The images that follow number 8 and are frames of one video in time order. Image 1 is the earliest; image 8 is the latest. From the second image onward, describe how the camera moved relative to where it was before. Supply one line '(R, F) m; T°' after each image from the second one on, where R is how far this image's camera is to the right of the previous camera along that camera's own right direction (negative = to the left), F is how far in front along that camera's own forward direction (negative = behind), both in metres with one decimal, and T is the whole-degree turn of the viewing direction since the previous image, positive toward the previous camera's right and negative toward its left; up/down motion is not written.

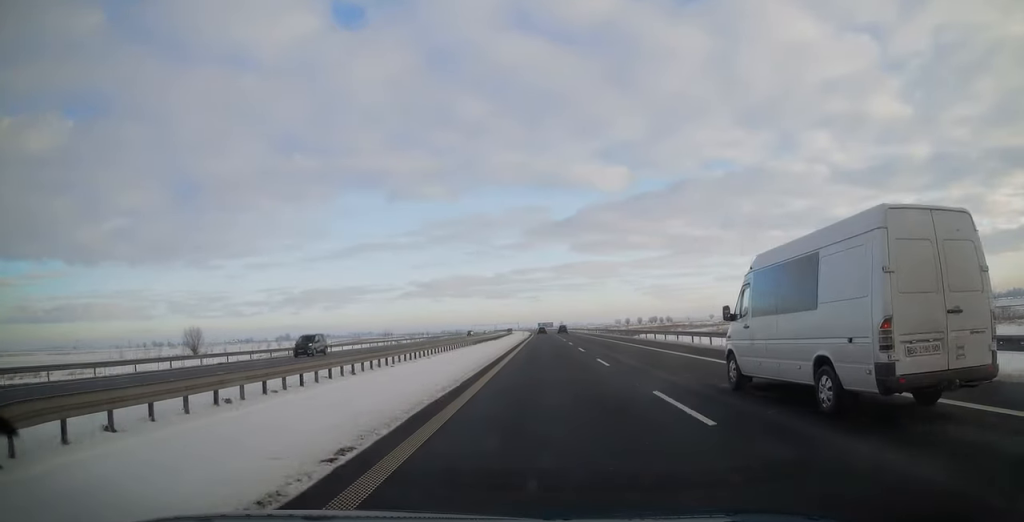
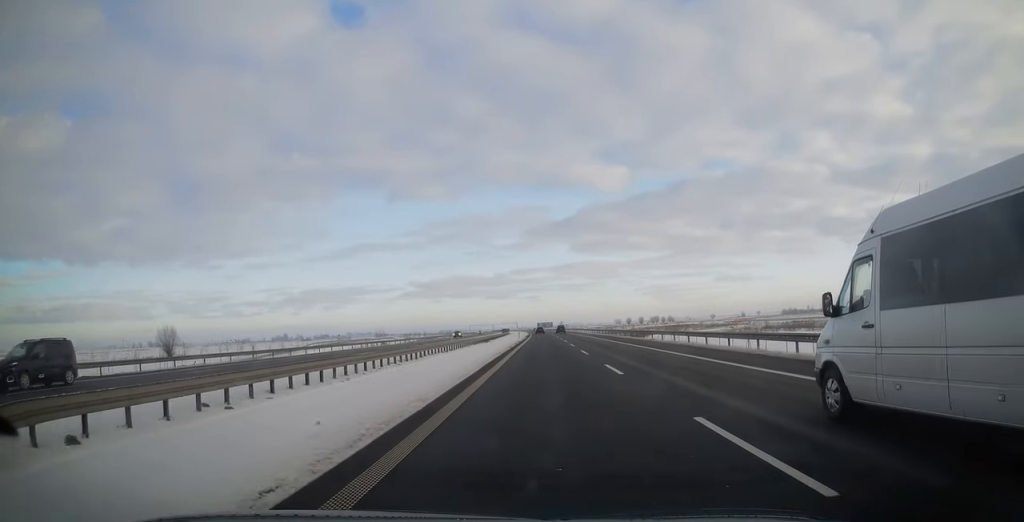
(+0.1, +15.4) m; 0°
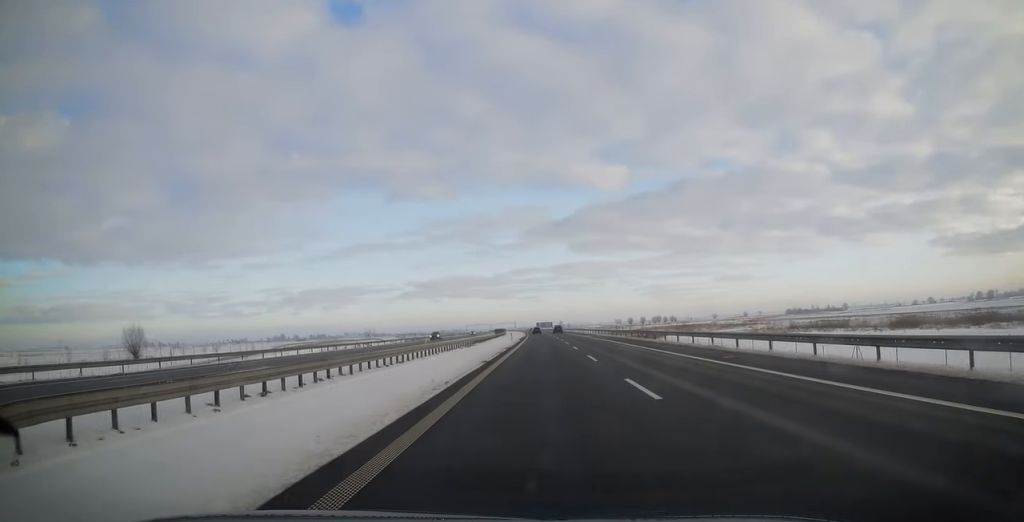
(+0.1, +17.6) m; 0°
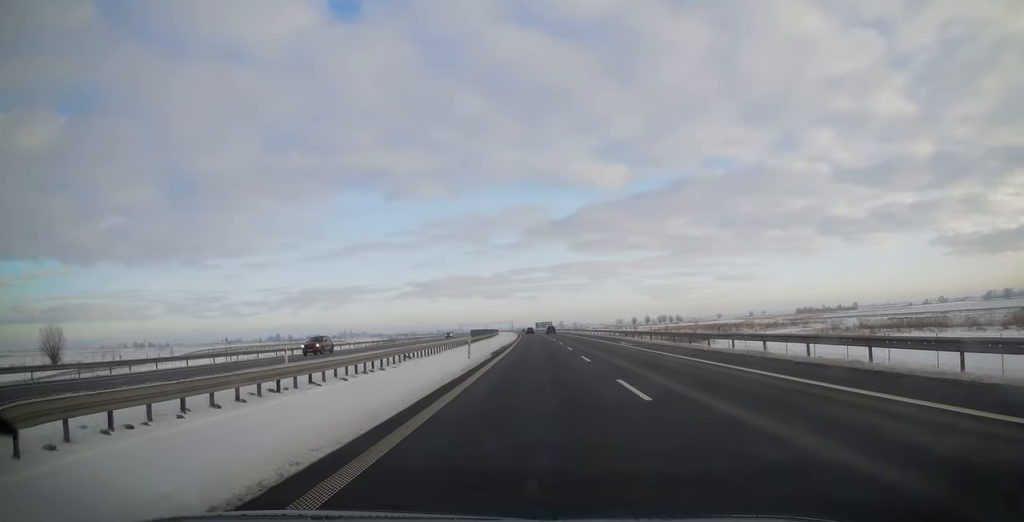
(0.0, +35.9) m; 0°
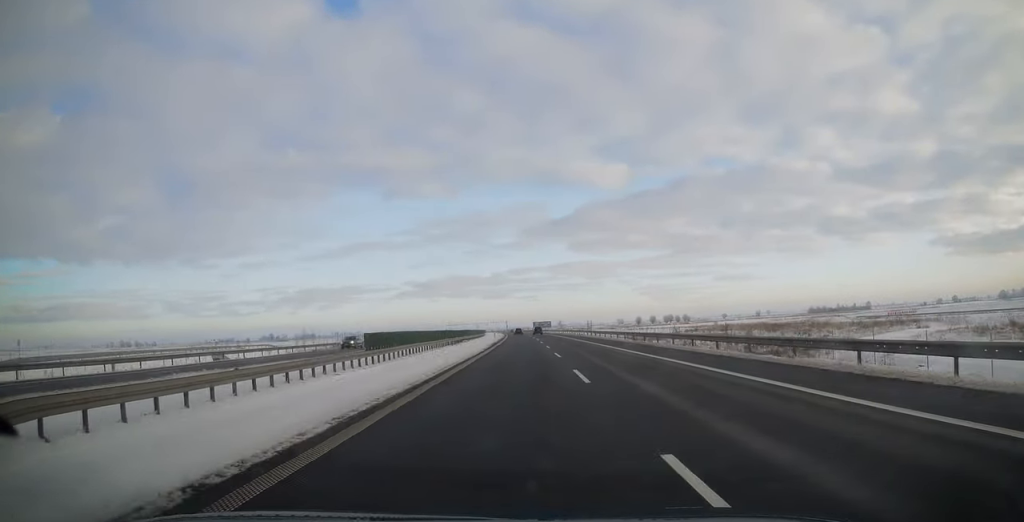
(+0.1, +44.3) m; 0°
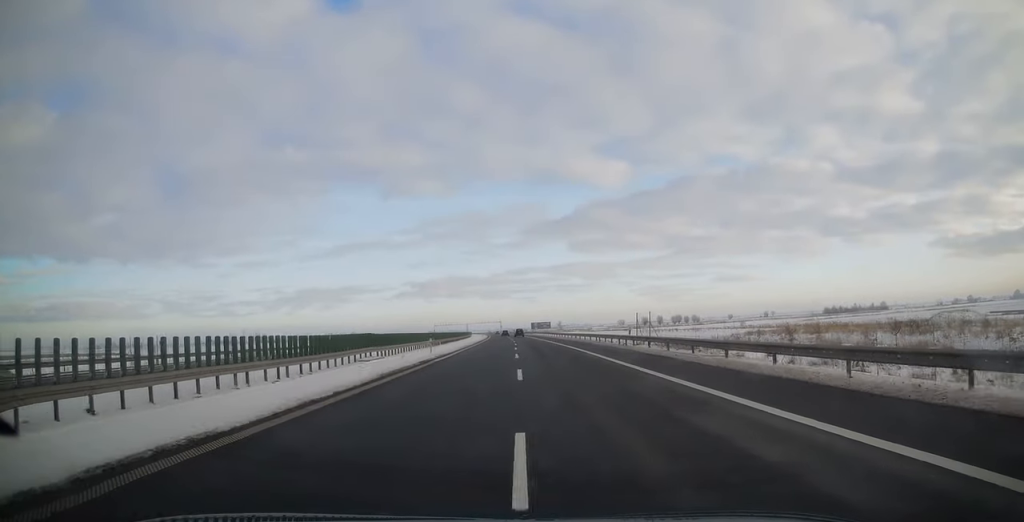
(+0.1, +45.8) m; 0°
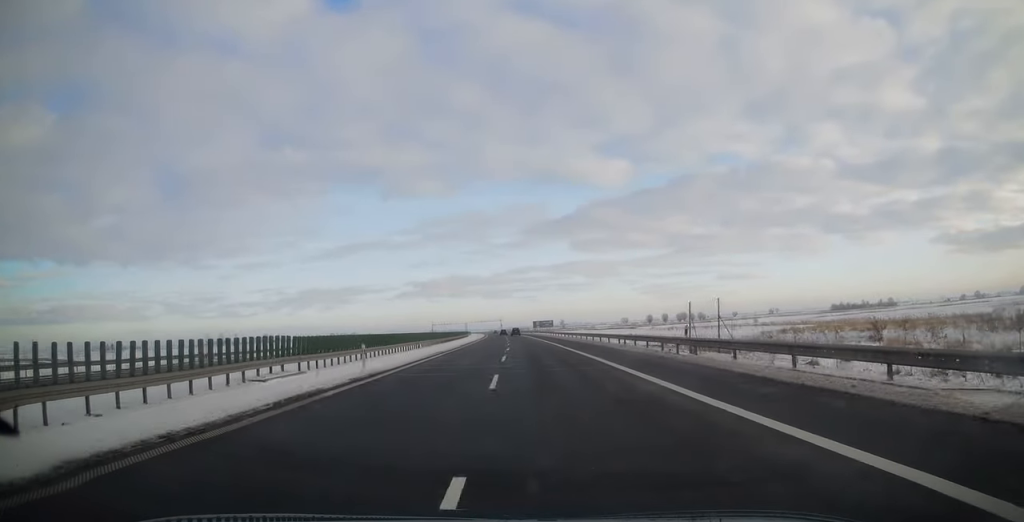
(+0.1, +14.1) m; 0°
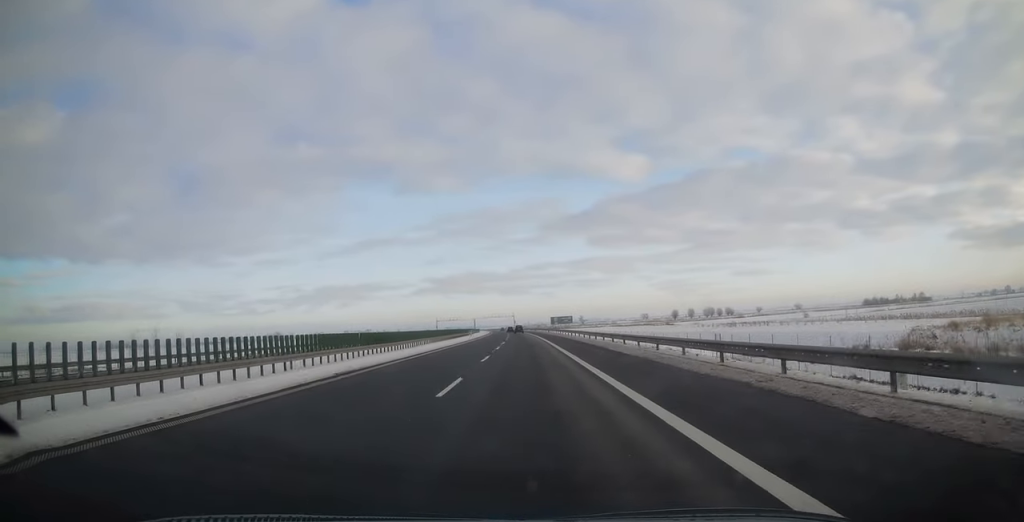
(-0.5, +37.2) m; -1°
